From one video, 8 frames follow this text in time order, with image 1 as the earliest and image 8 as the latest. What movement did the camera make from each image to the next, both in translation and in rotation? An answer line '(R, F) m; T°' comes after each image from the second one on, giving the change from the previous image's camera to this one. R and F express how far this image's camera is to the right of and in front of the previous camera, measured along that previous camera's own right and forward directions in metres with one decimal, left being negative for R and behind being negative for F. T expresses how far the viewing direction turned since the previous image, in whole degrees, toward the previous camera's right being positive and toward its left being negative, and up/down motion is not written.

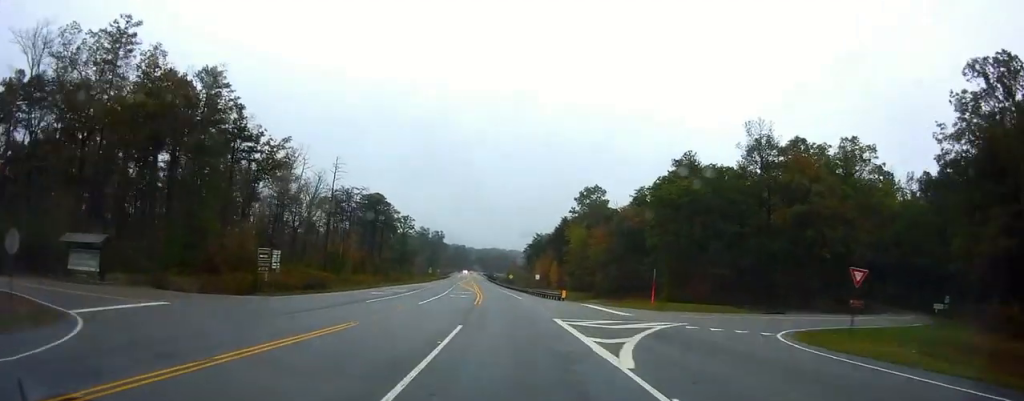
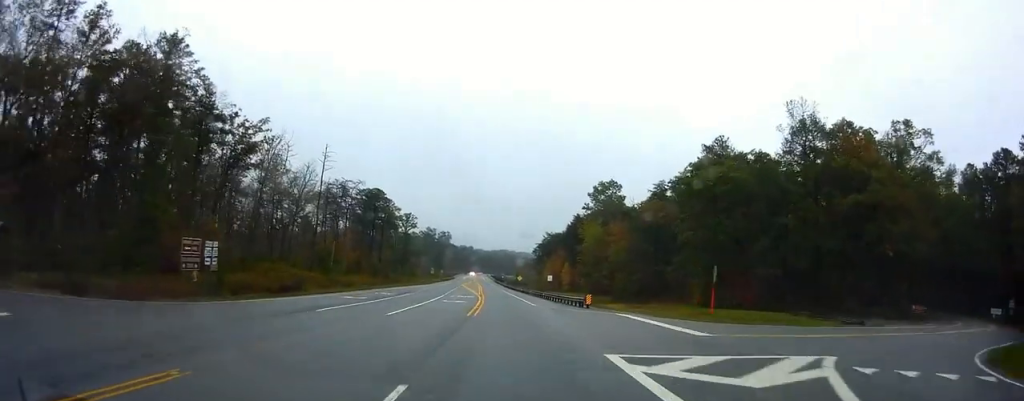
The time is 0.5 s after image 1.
(-0.8, +11.0) m; -1°
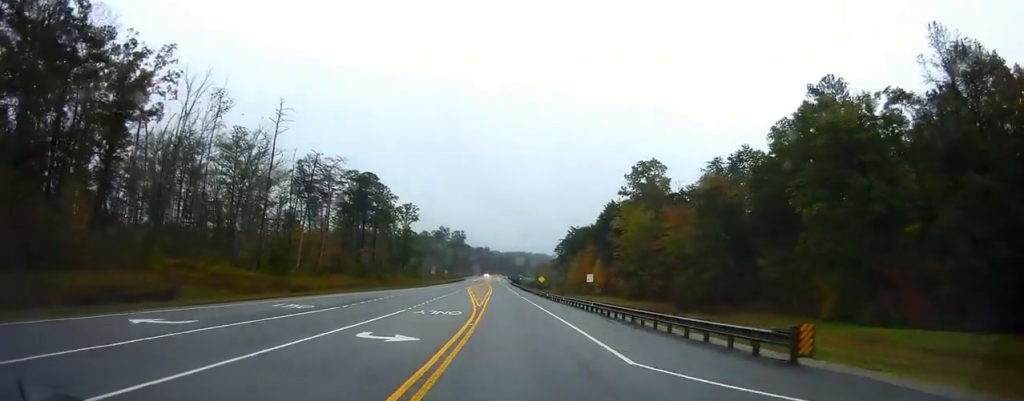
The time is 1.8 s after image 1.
(+0.7, +26.7) m; -1°
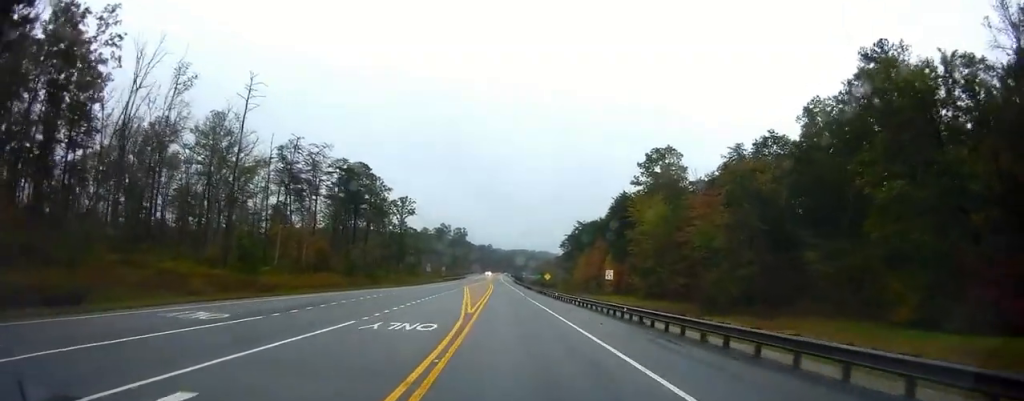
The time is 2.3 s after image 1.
(-0.3, +9.6) m; -1°
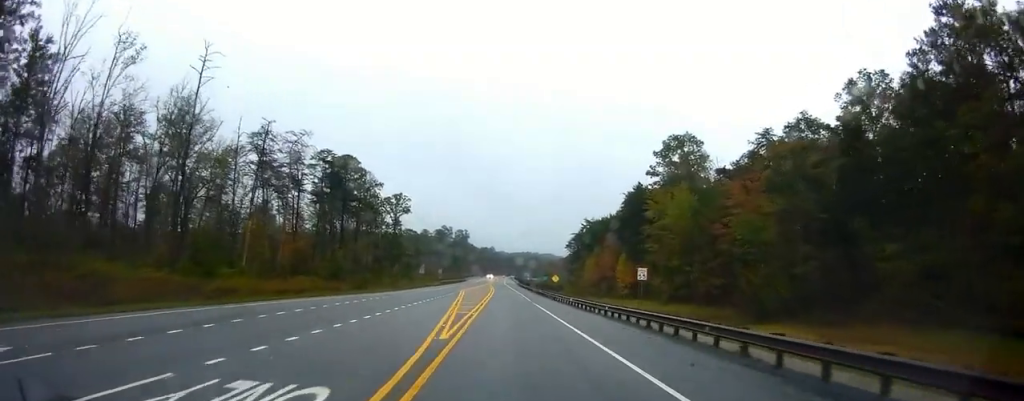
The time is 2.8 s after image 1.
(-0.1, +11.0) m; -1°
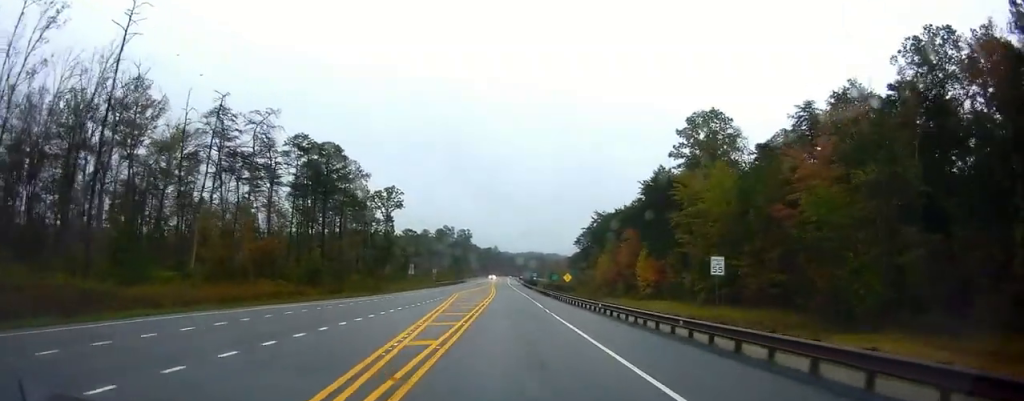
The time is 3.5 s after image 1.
(0.0, +13.1) m; 0°
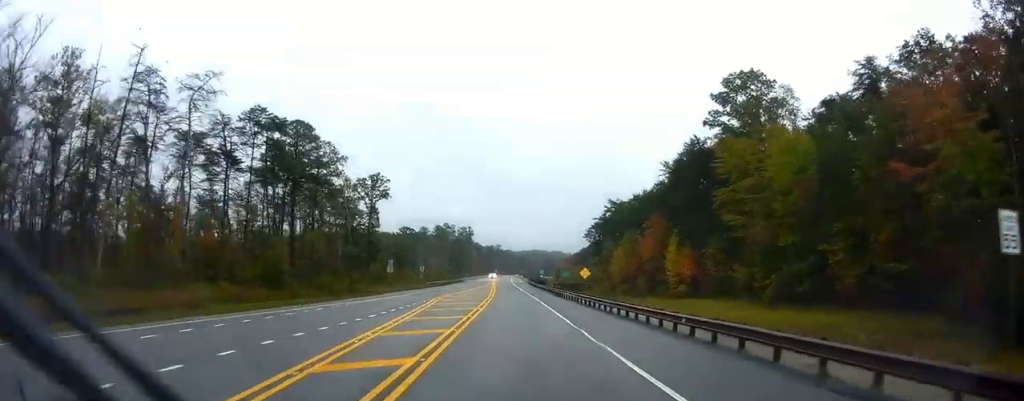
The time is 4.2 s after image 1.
(+0.1, +15.6) m; -2°
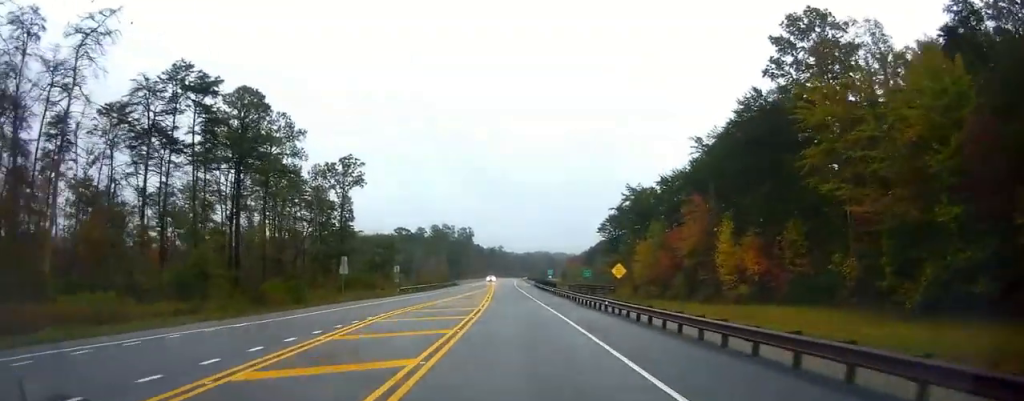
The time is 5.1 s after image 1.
(-0.5, +18.1) m; -2°
